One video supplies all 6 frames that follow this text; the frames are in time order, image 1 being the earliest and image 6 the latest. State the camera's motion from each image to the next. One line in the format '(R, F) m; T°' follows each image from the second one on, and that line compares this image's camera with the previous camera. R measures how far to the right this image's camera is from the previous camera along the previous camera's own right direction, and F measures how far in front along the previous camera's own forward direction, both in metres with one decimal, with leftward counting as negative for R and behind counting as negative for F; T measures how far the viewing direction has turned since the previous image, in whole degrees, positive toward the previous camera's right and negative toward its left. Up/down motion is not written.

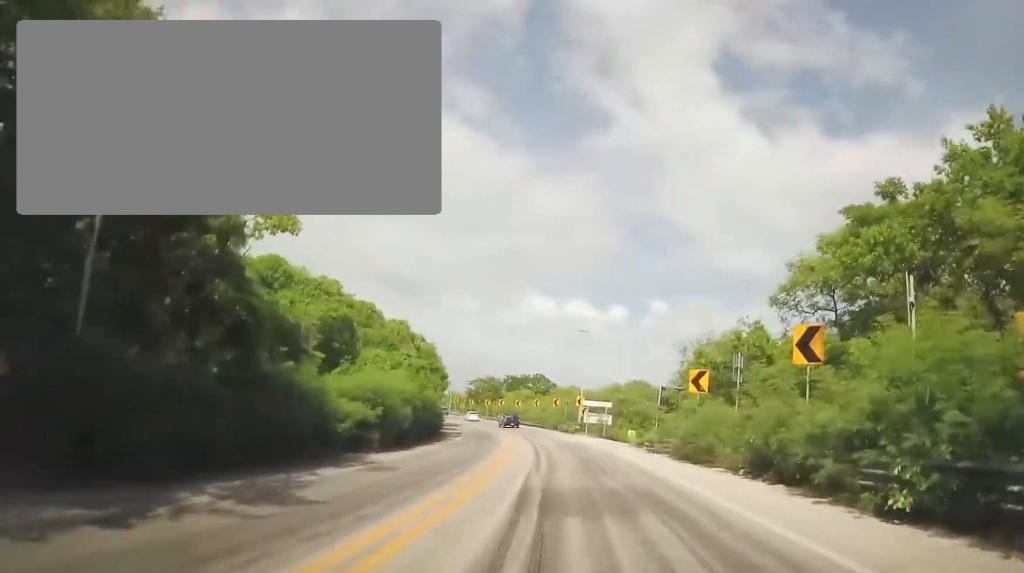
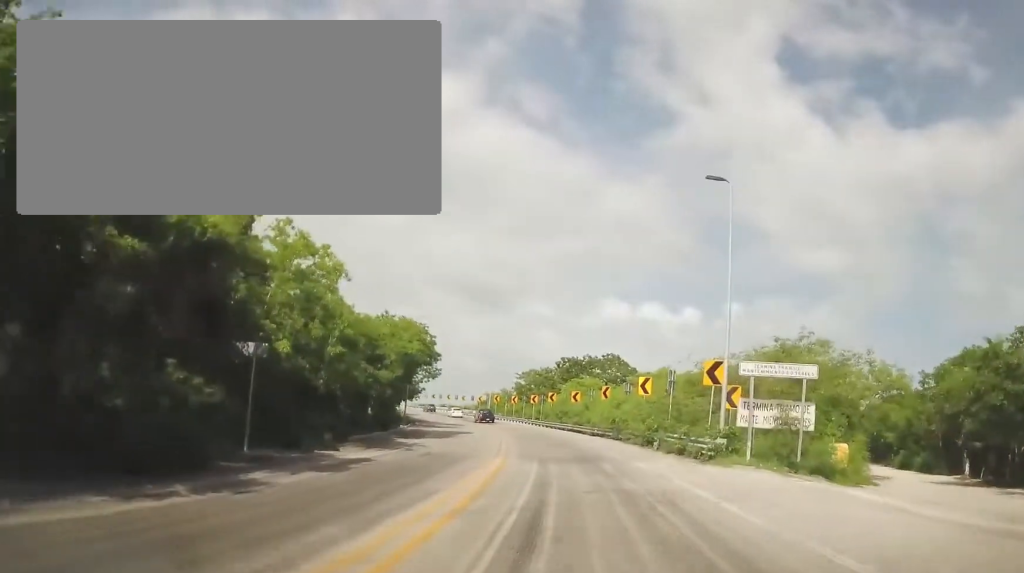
(-4.0, +35.7) m; -9°
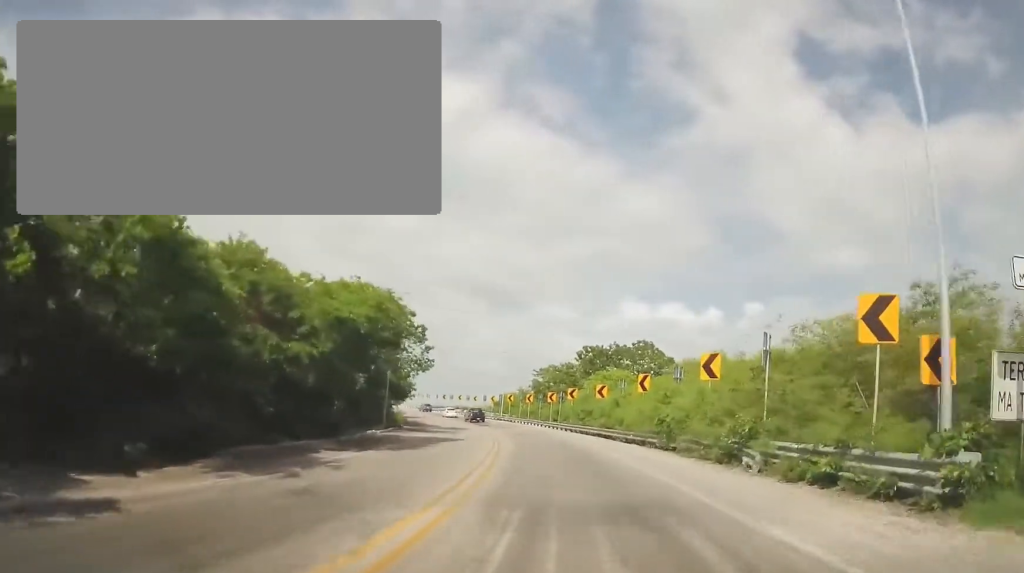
(+0.2, +11.5) m; -2°
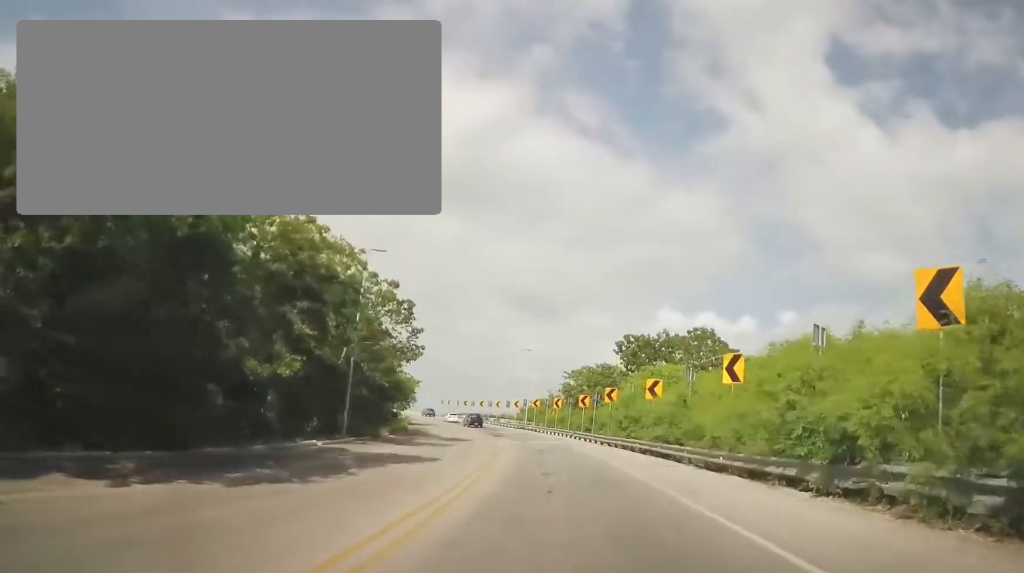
(-0.5, +12.4) m; -3°
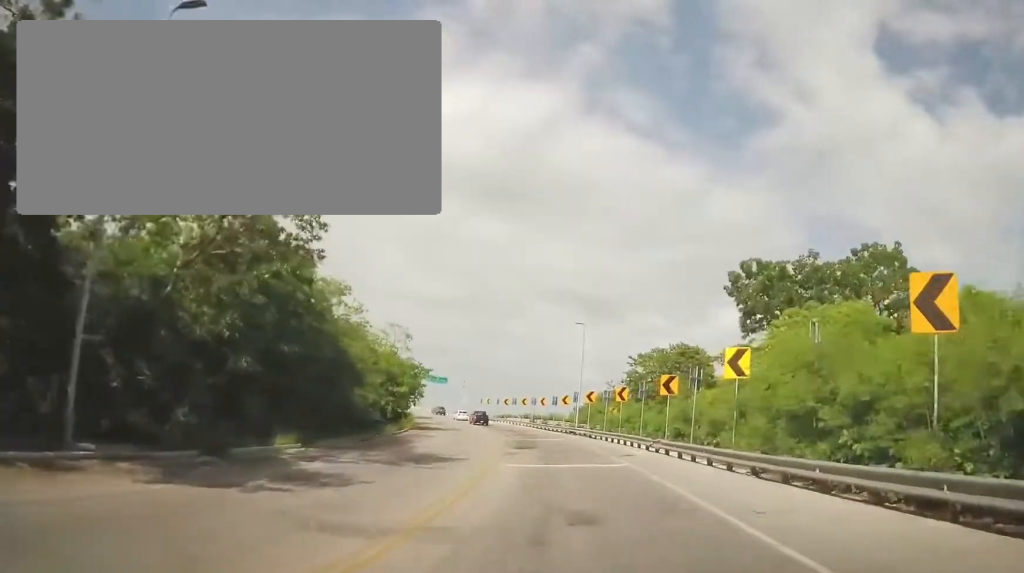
(-0.2, +20.2) m; -4°
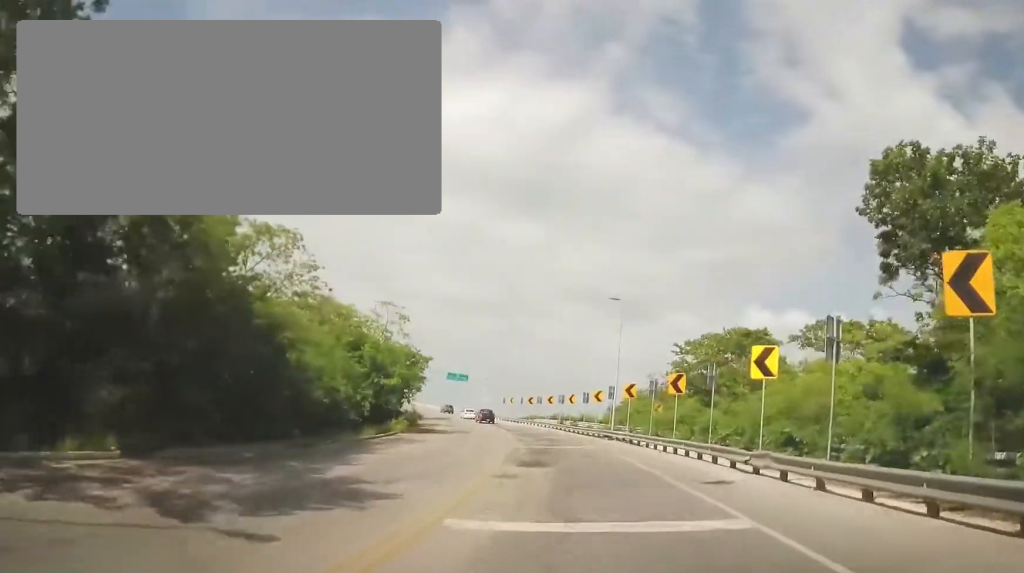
(-0.6, +10.5) m; -7°
